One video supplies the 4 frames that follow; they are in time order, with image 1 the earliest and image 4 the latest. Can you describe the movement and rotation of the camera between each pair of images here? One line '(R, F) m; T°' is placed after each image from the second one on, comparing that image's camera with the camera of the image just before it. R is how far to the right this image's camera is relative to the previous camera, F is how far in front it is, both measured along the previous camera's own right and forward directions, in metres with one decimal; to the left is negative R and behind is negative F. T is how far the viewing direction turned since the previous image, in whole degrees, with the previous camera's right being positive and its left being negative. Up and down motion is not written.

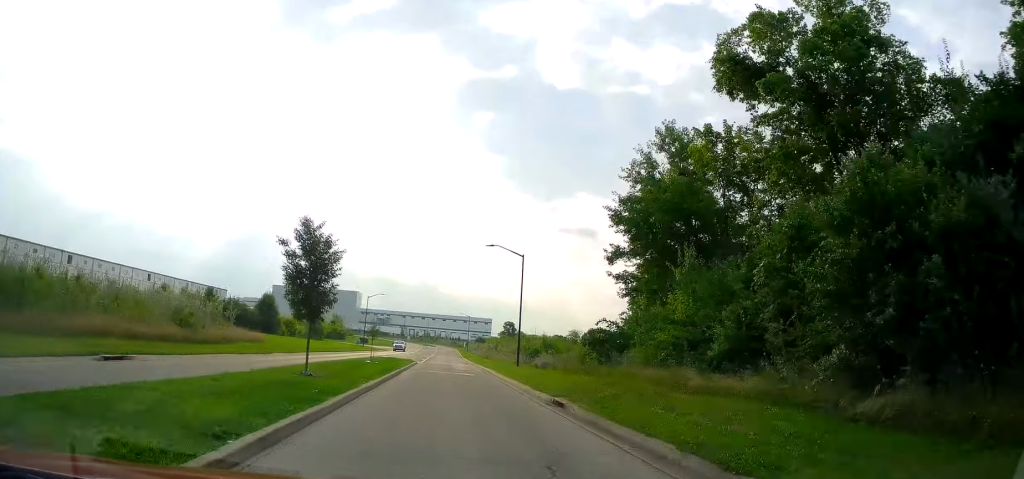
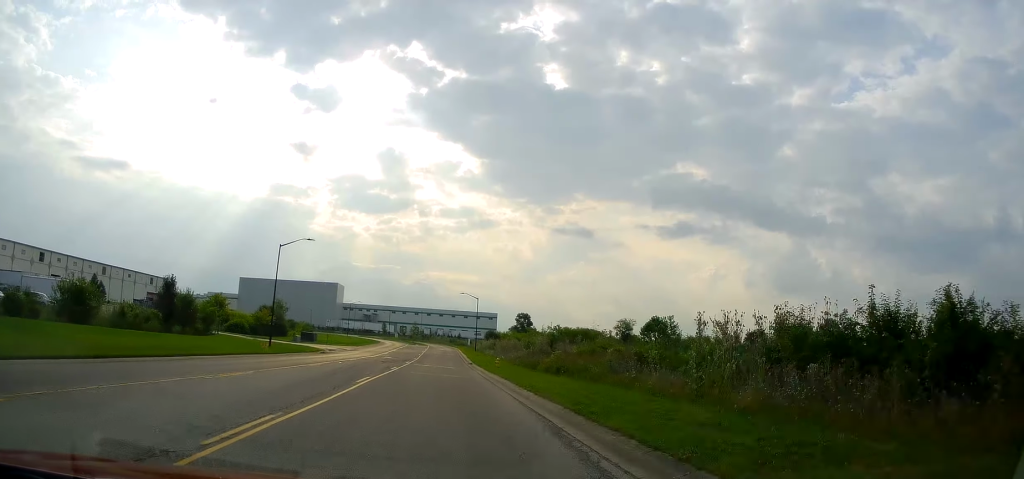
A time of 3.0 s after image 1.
(+0.2, +55.2) m; 0°
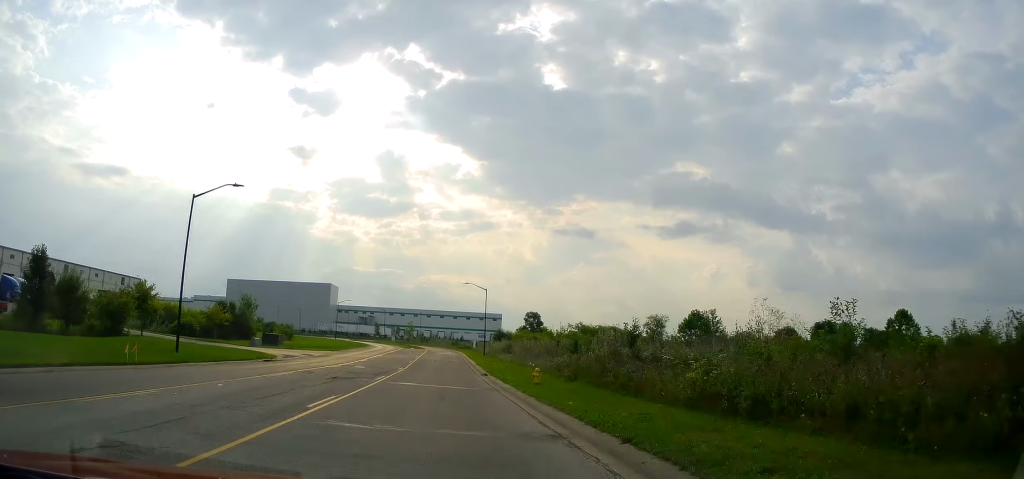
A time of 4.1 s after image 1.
(0.0, +19.0) m; -2°
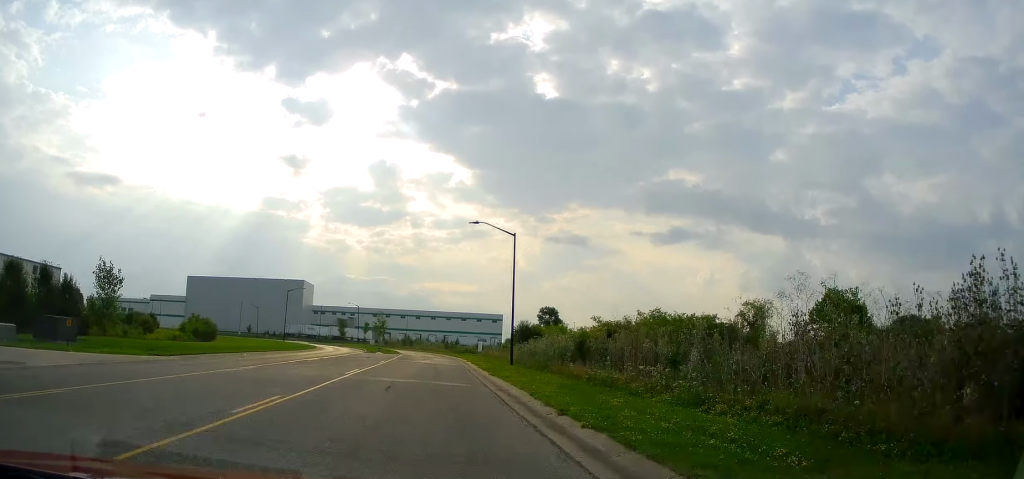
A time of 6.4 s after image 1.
(+0.9, +40.2) m; +2°
